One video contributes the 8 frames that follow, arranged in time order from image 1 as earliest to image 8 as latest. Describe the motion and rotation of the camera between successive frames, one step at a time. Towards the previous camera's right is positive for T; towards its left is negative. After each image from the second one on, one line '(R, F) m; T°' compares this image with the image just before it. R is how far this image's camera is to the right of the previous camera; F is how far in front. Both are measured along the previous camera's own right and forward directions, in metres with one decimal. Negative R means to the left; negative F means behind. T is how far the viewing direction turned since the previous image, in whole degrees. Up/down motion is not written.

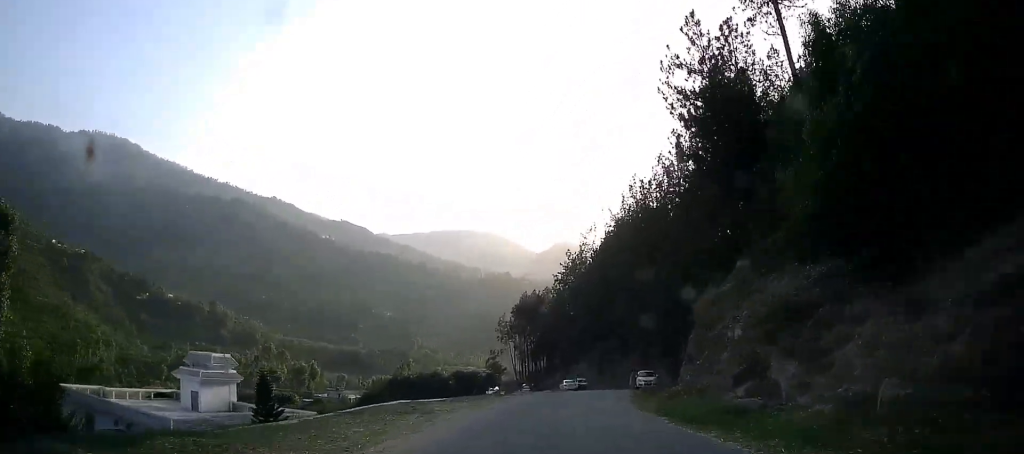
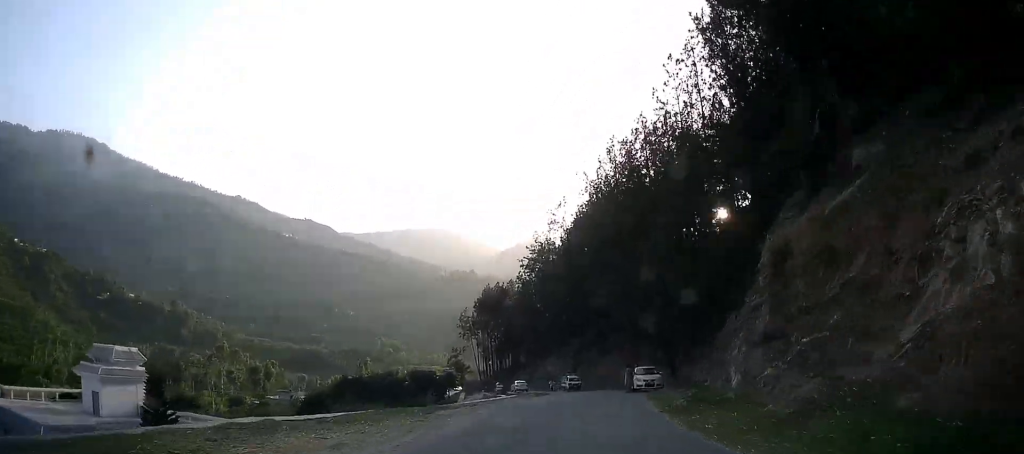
(+0.5, +11.7) m; +3°
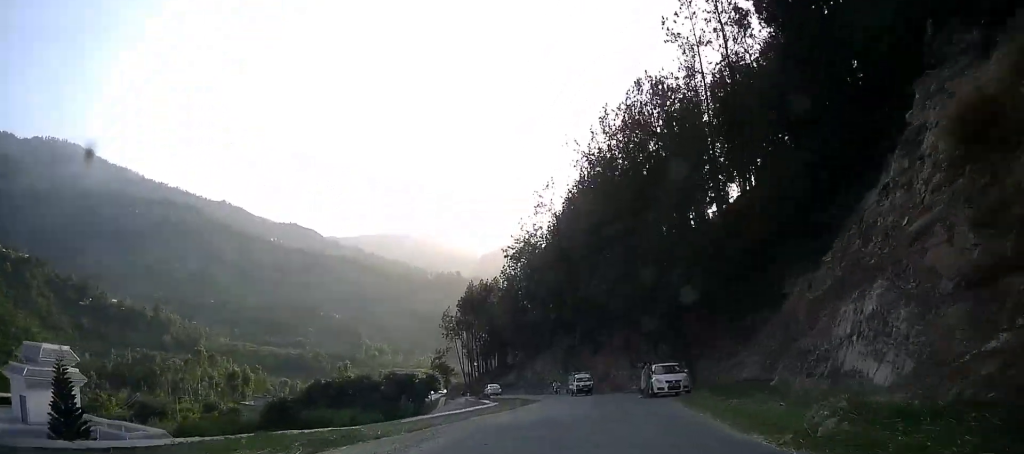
(0.0, +8.9) m; +3°
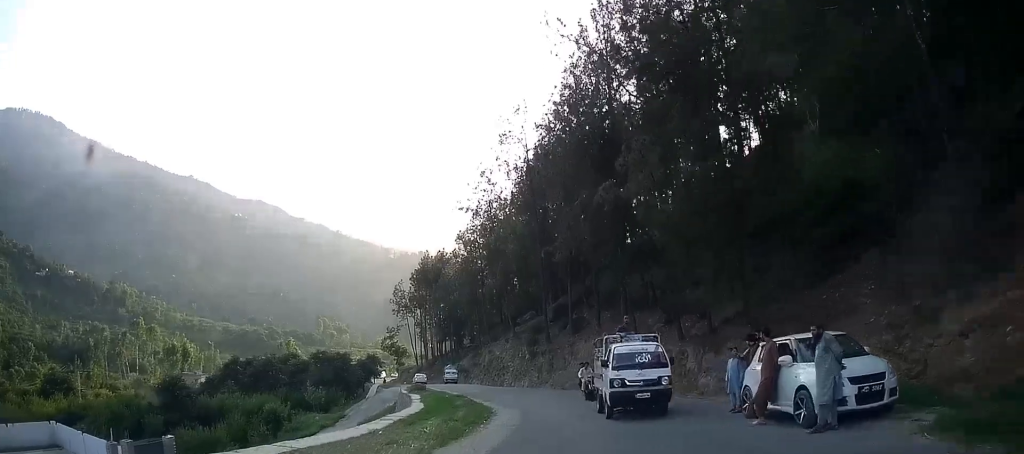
(+1.2, +19.5) m; +4°
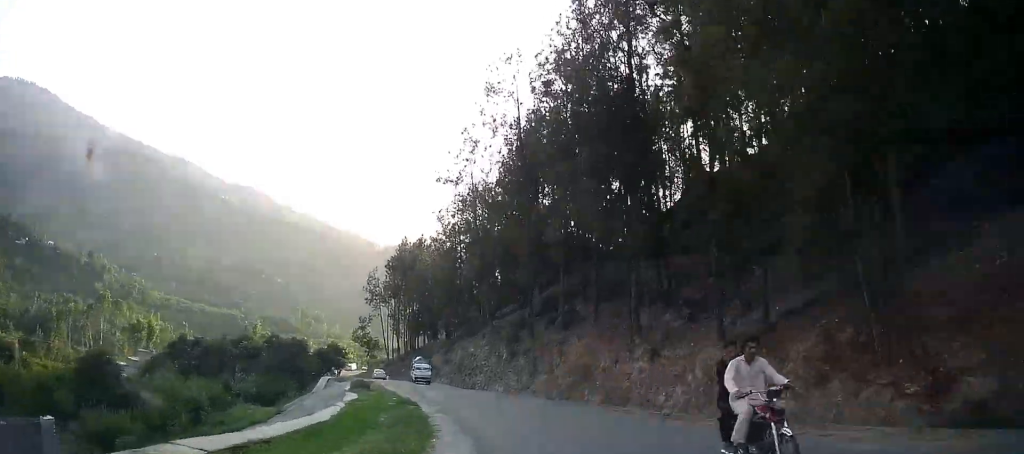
(+0.1, +10.1) m; -1°
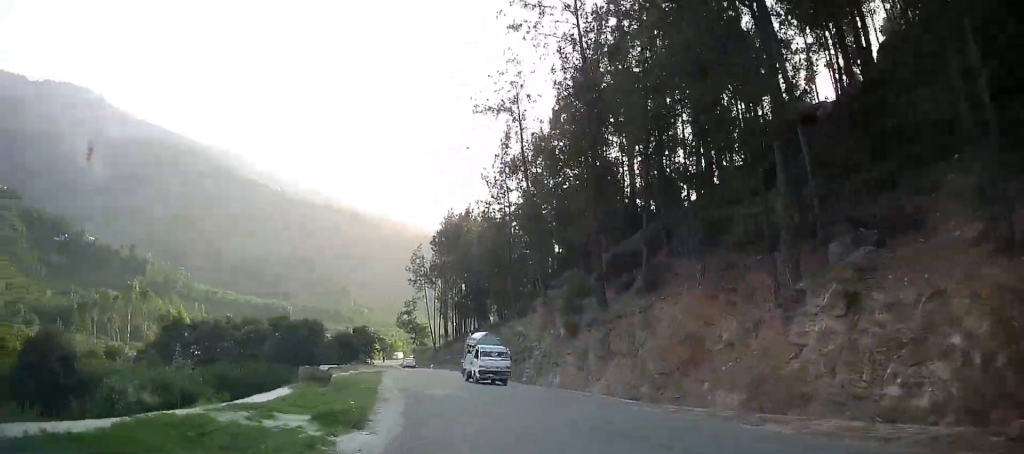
(0.0, +13.4) m; -3°
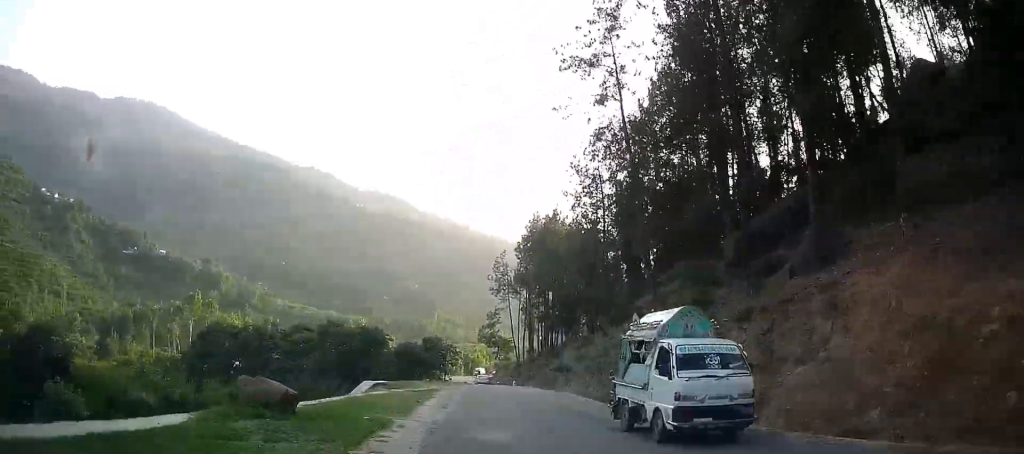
(0.0, +8.7) m; -5°
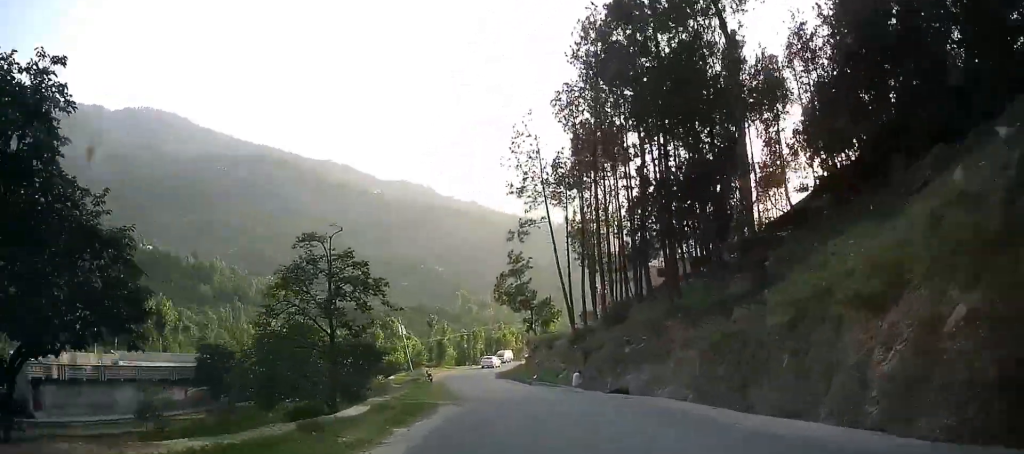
(-8.8, +53.0) m; -11°
